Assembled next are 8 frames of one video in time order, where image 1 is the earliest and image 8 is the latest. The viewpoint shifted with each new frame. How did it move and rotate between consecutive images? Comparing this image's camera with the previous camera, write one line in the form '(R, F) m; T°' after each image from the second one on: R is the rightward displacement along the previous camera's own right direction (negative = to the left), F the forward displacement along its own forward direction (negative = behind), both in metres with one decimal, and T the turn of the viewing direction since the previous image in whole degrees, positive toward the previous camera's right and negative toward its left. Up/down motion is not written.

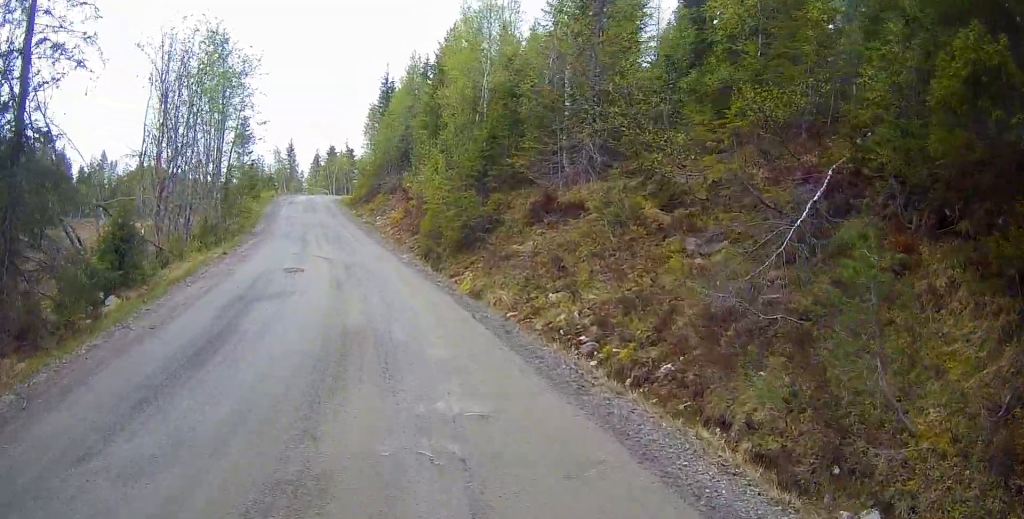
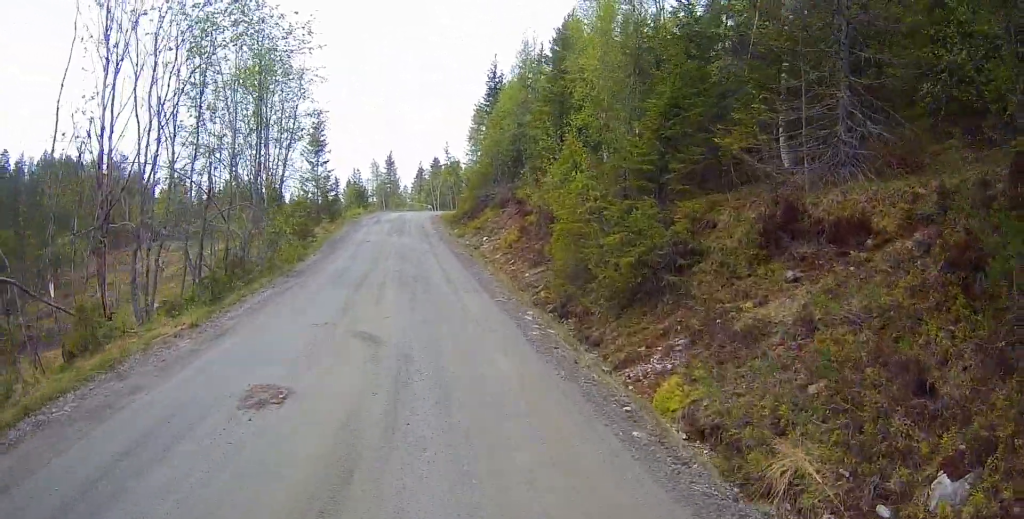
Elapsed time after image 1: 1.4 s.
(-0.5, +8.9) m; -7°
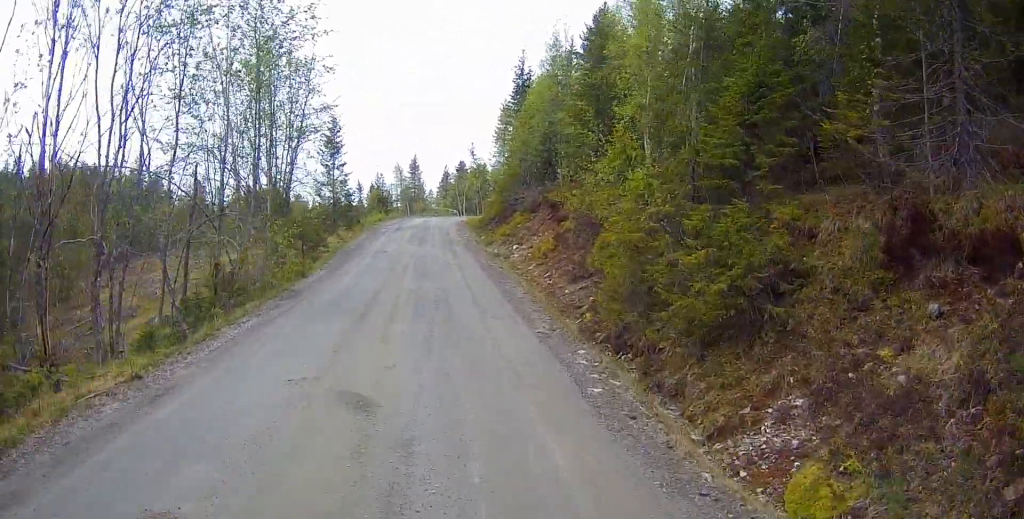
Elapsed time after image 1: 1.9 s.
(-0.2, +2.8) m; -2°
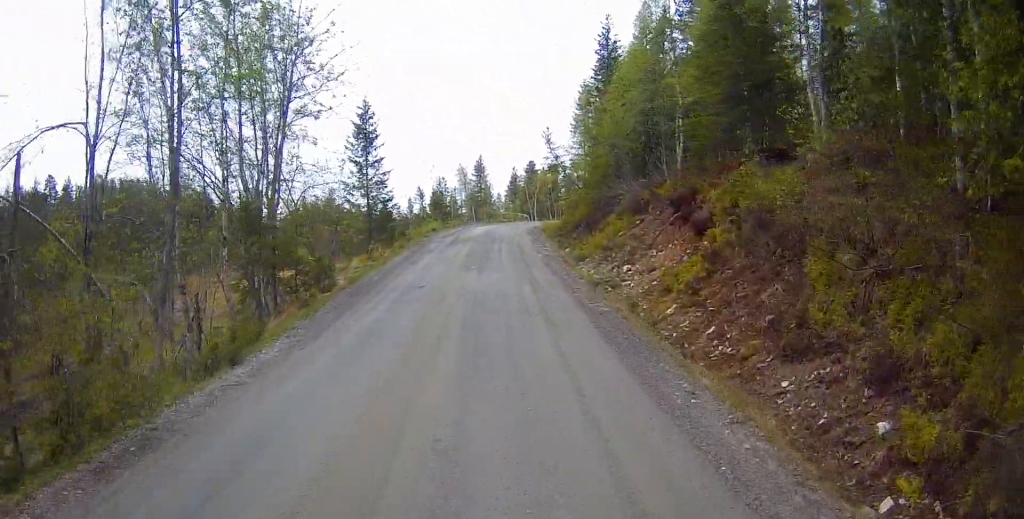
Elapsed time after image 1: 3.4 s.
(-0.4, +9.3) m; -5°
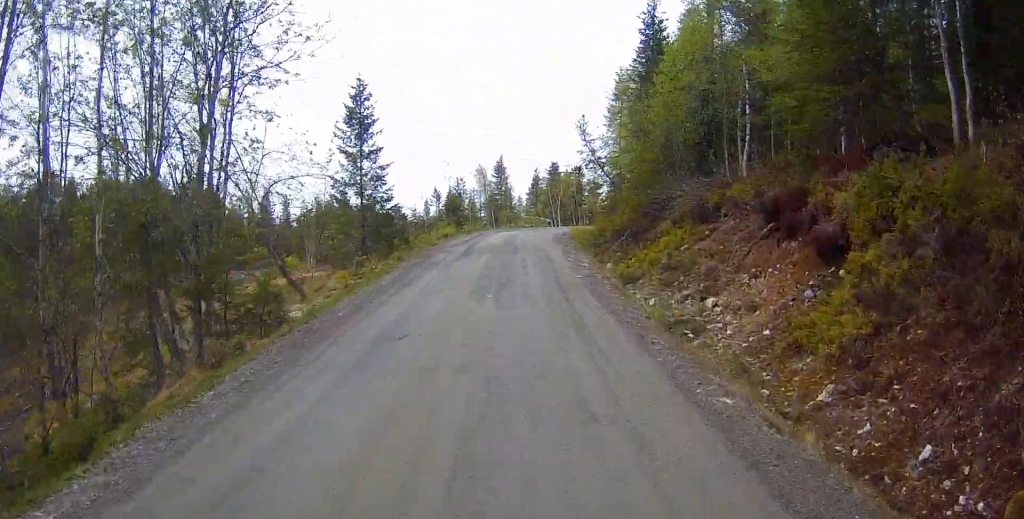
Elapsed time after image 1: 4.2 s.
(-0.2, +5.6) m; -4°
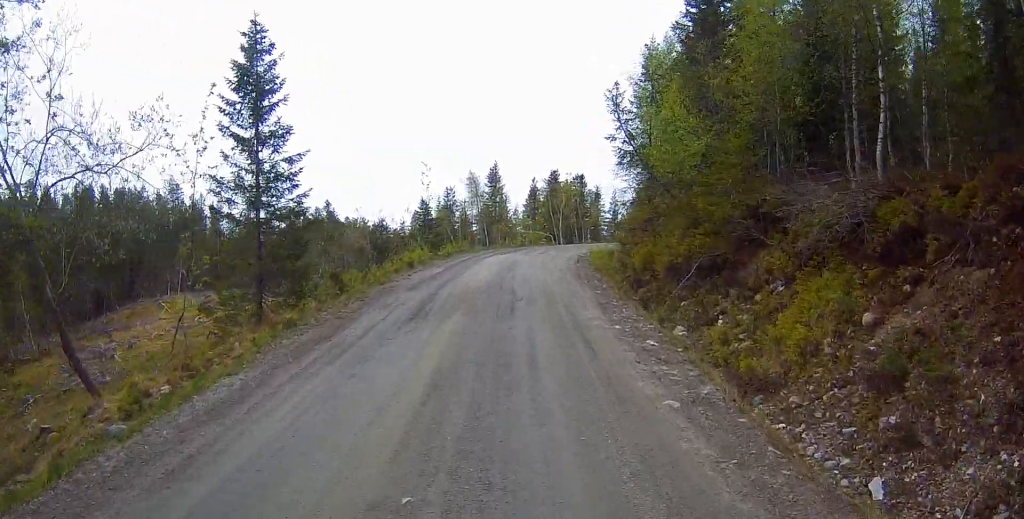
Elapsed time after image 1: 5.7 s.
(-0.2, +10.3) m; 0°
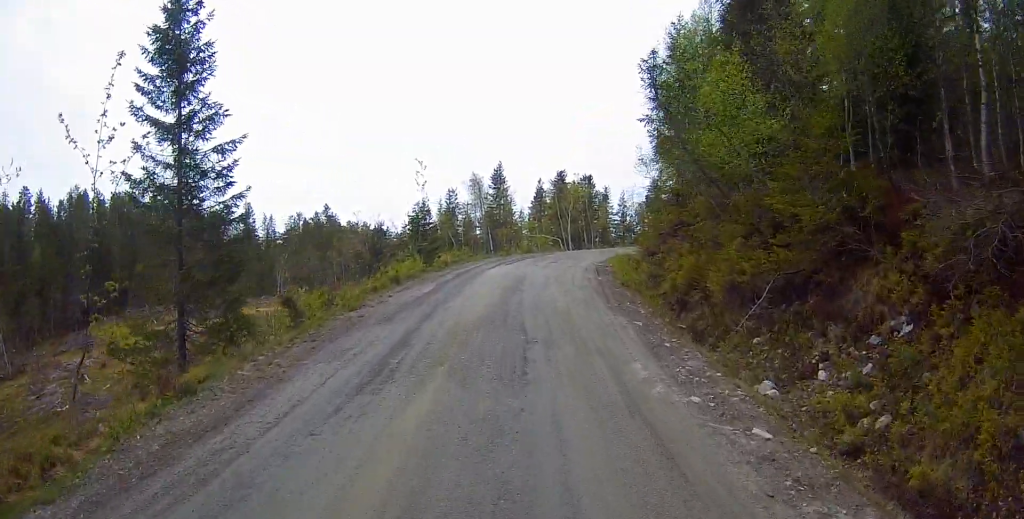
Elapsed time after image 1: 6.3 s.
(+0.1, +4.3) m; +1°
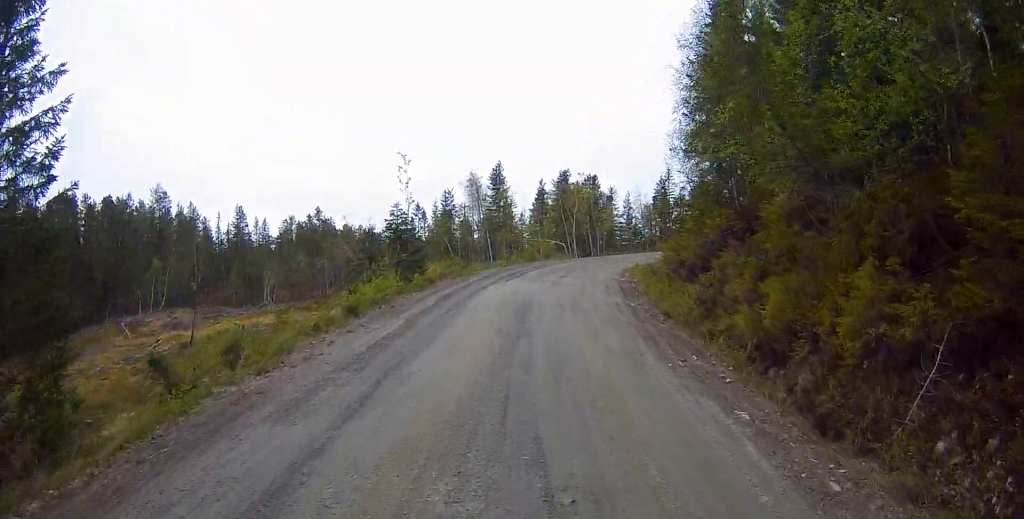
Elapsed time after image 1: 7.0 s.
(0.0, +5.6) m; 0°
